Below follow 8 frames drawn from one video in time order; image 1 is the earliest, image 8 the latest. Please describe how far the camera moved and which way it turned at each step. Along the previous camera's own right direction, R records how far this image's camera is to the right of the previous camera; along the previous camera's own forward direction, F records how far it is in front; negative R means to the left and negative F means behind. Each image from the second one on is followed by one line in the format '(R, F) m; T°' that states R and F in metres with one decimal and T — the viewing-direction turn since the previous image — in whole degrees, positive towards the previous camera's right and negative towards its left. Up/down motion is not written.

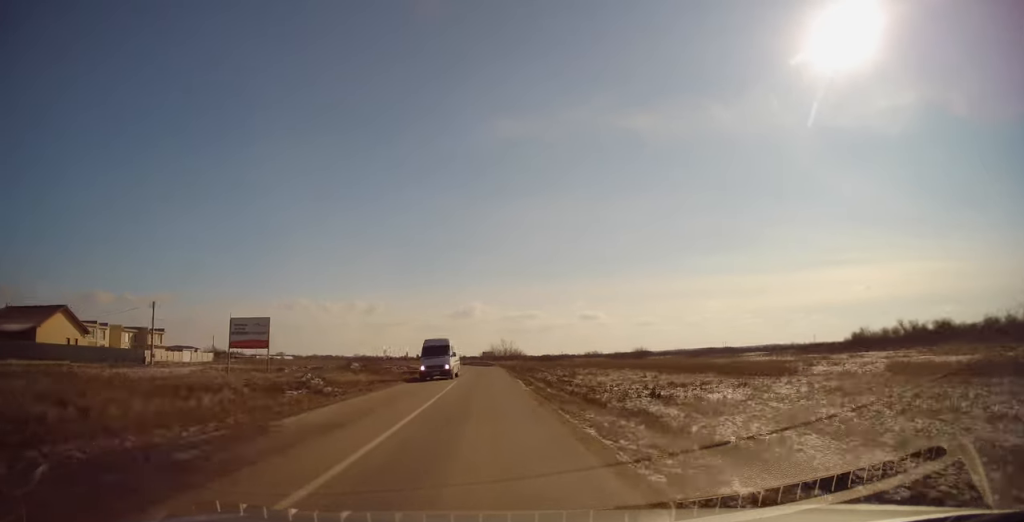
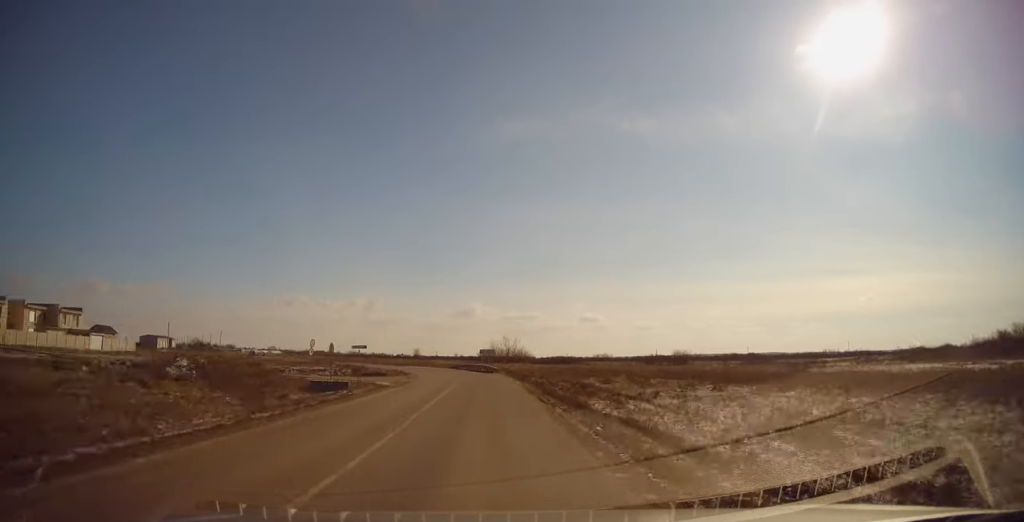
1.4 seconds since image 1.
(-0.2, +29.1) m; -1°
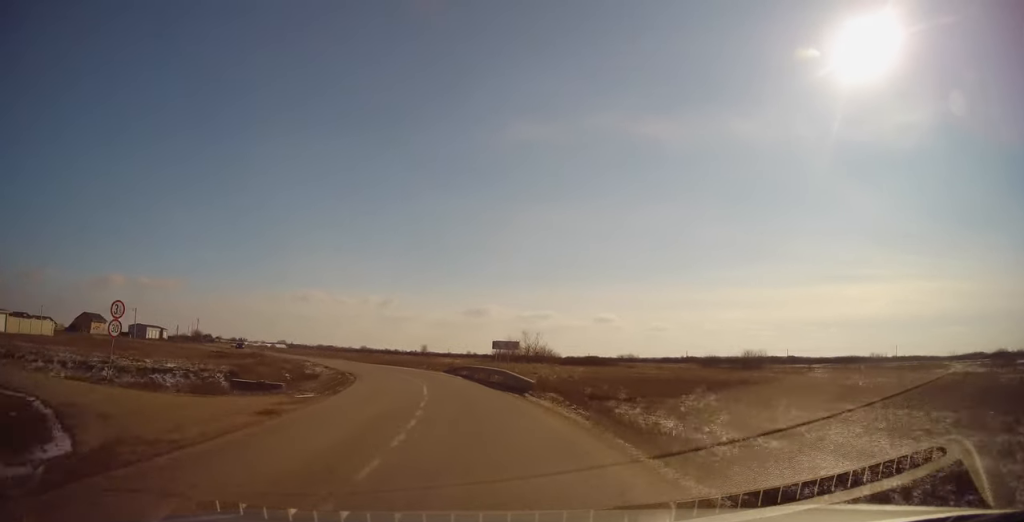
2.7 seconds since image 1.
(-0.3, +24.7) m; -2°
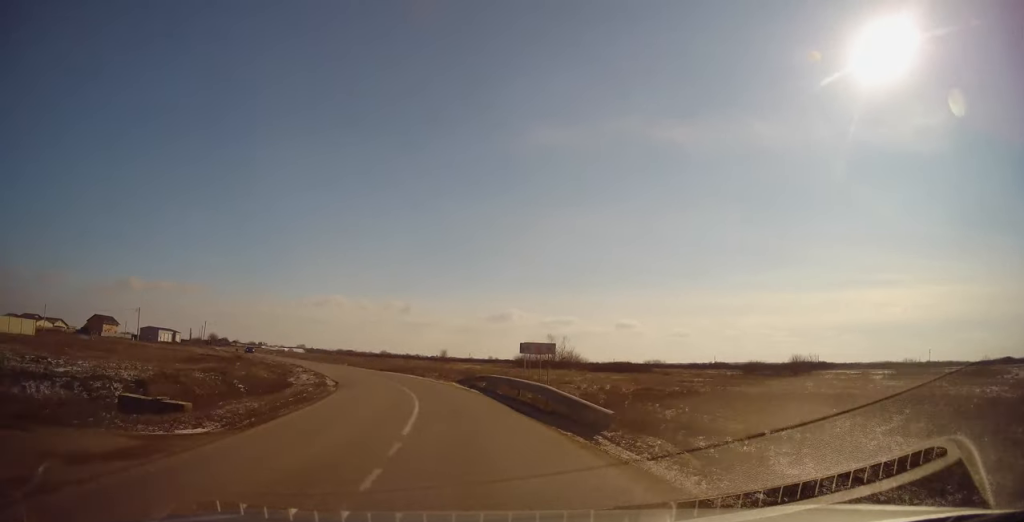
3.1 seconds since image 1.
(+0.2, +7.9) m; -1°
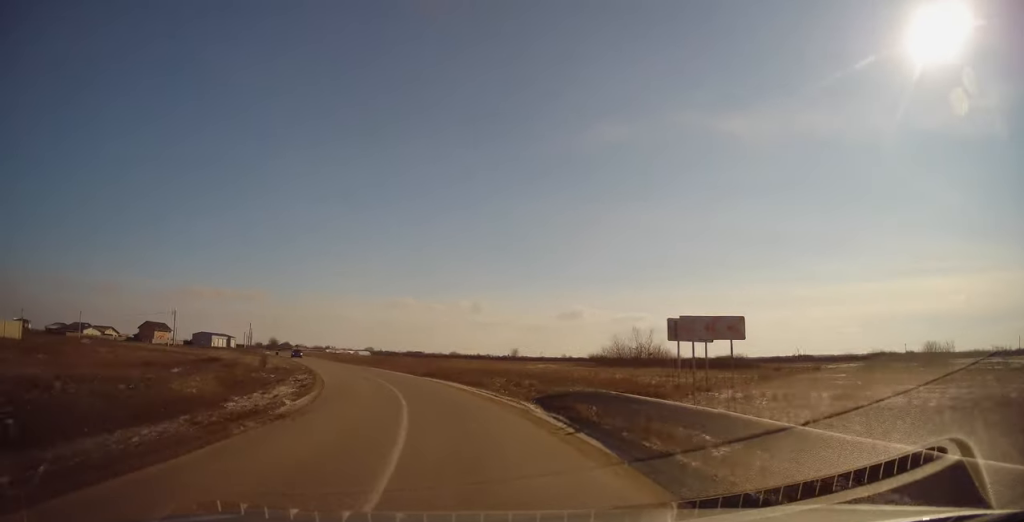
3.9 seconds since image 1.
(-0.7, +13.8) m; -5°
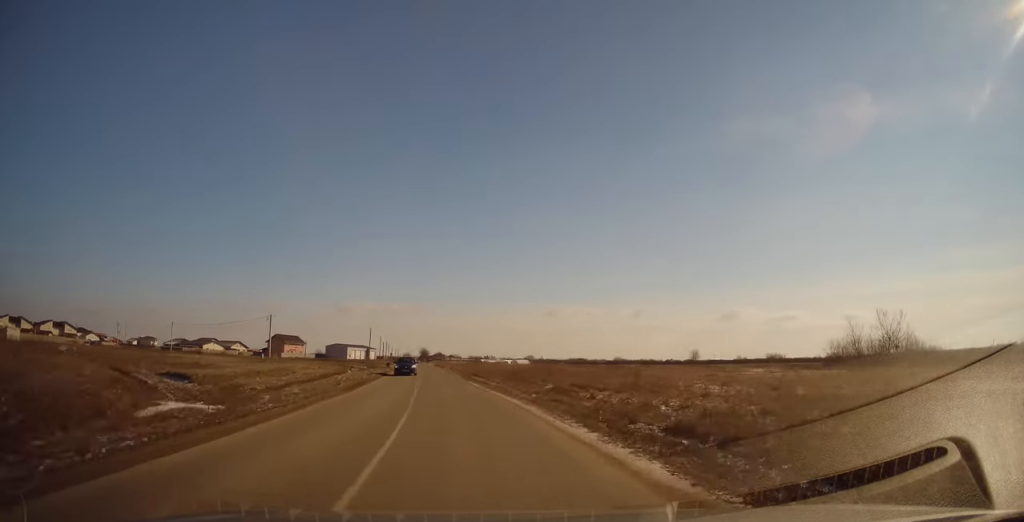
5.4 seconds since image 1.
(-3.0, +27.0) m; -15°
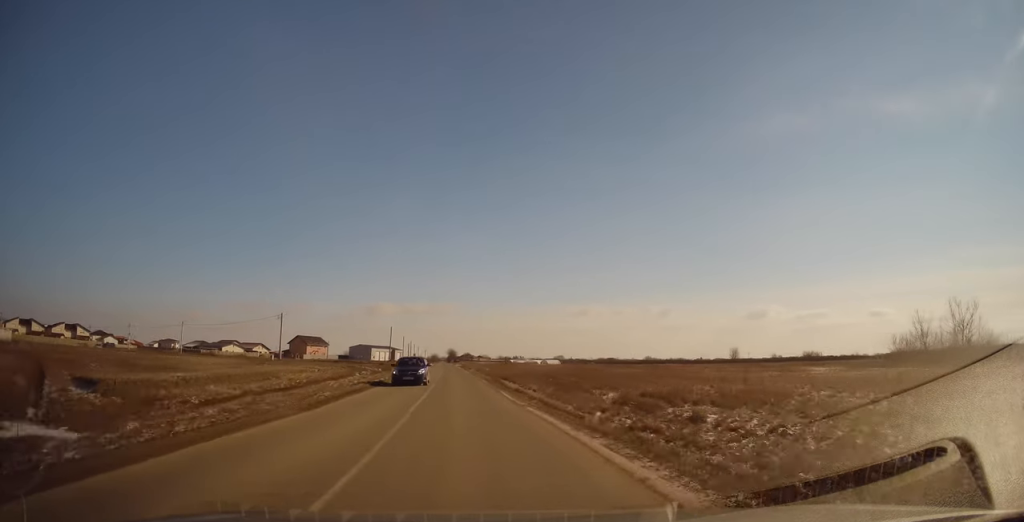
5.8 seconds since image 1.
(-0.7, +8.1) m; -4°
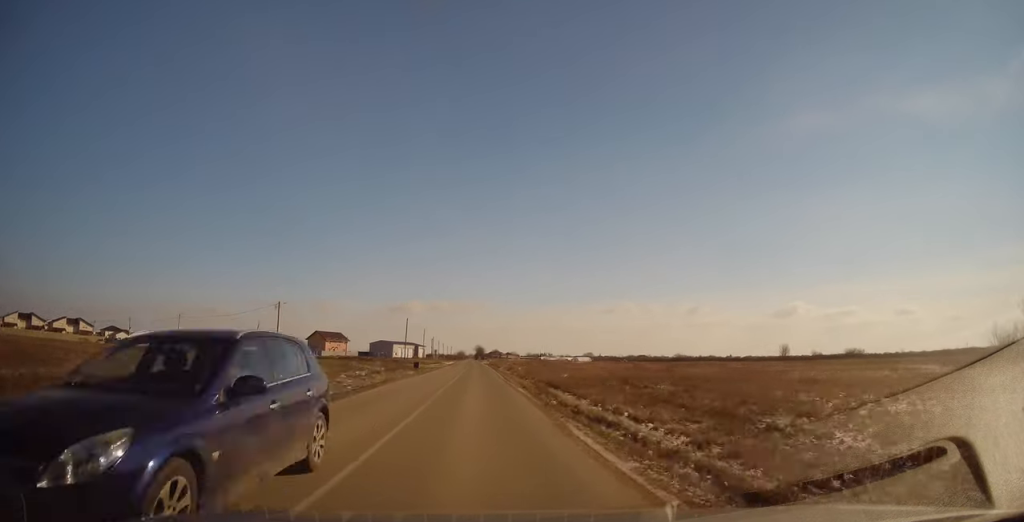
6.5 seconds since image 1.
(-0.7, +13.4) m; -4°
